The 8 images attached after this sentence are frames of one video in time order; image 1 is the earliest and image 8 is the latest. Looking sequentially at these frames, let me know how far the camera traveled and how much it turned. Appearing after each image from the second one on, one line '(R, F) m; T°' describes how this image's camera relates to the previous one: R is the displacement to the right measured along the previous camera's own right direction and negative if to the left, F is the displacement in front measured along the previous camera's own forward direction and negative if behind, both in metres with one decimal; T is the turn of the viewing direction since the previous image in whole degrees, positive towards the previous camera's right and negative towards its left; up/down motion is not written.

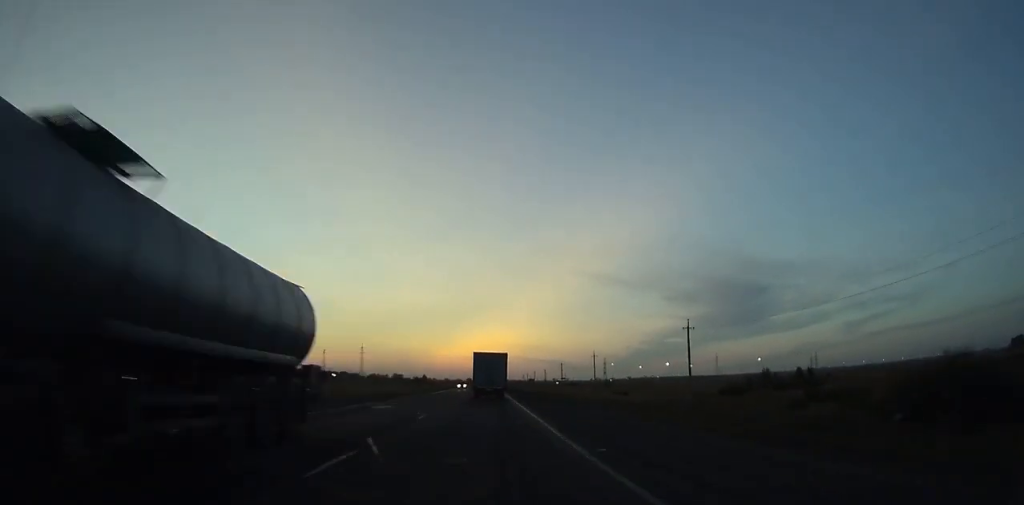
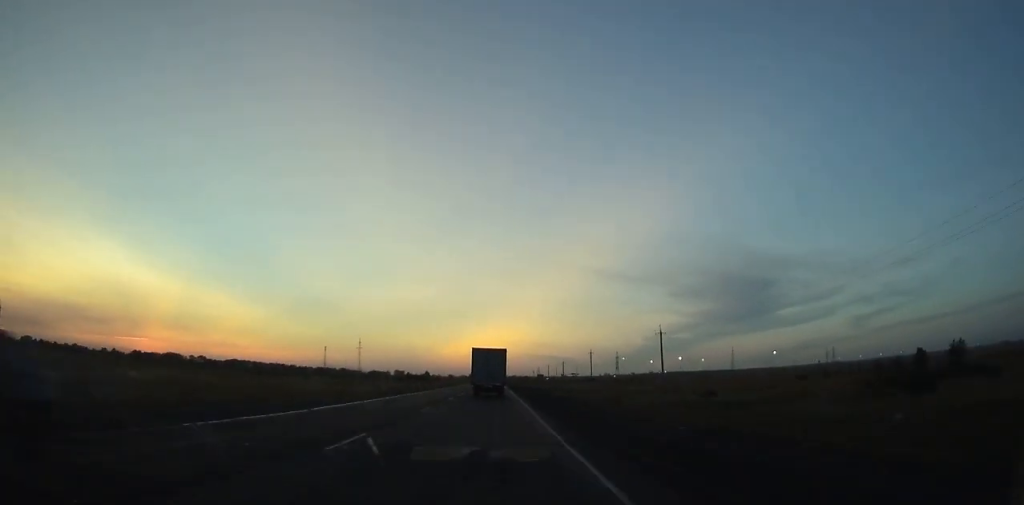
(-0.1, +47.9) m; 0°
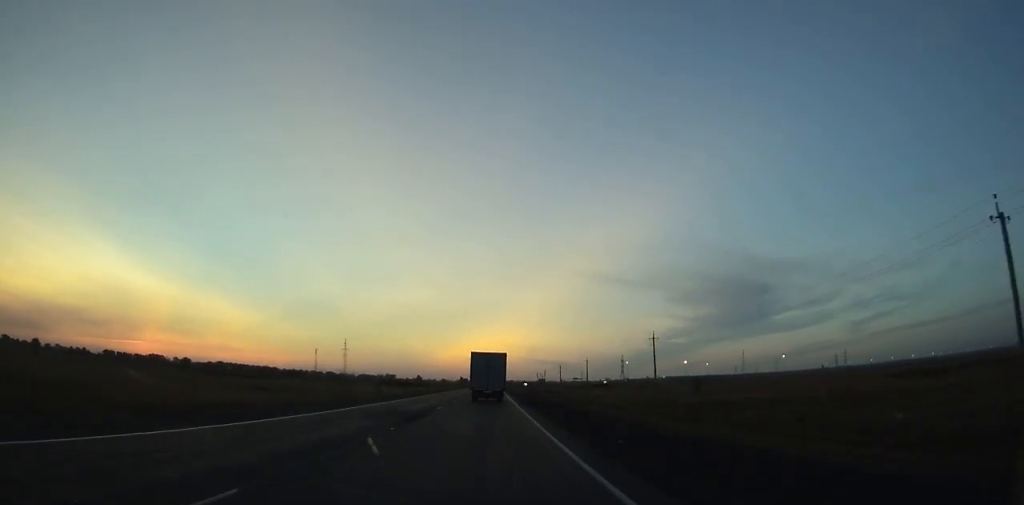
(0.0, +54.4) m; 0°
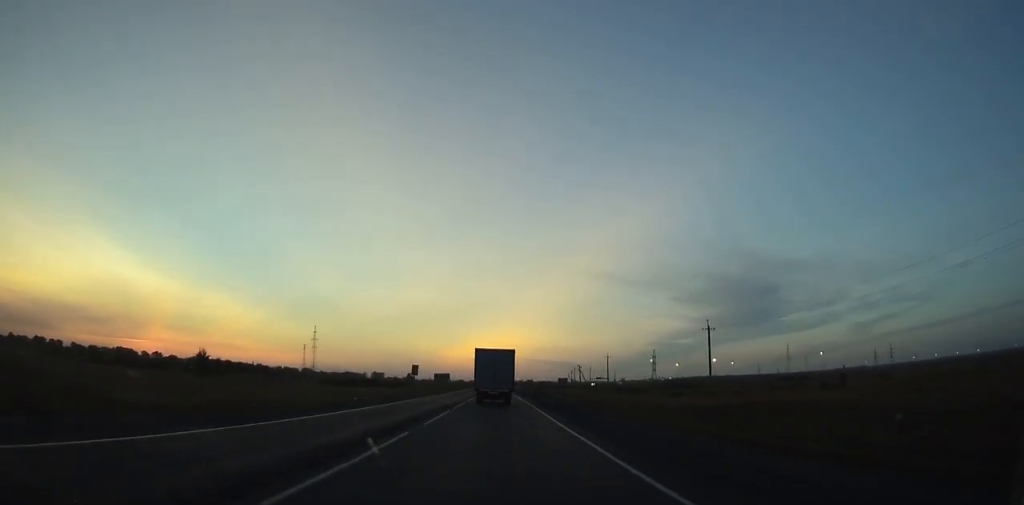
(+0.3, +125.5) m; 0°
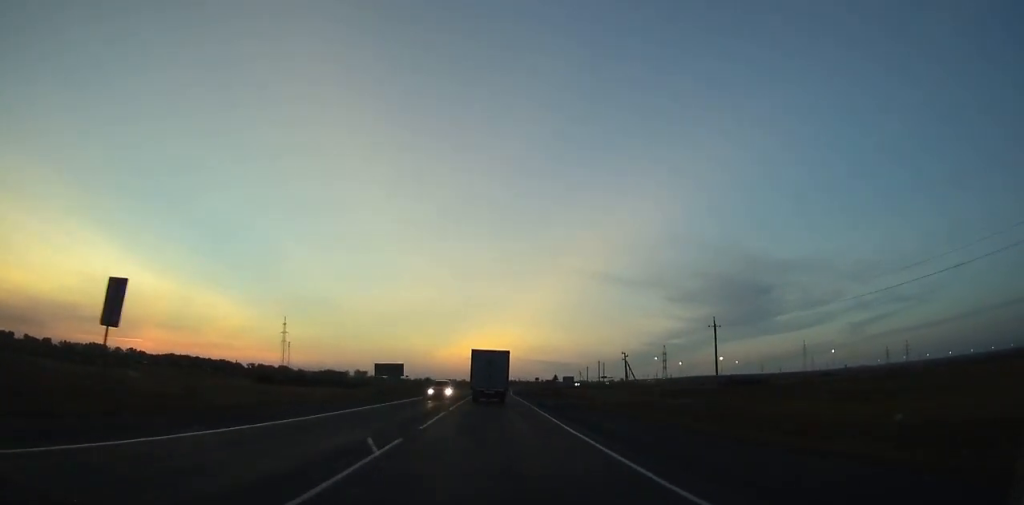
(-0.2, +61.2) m; 0°
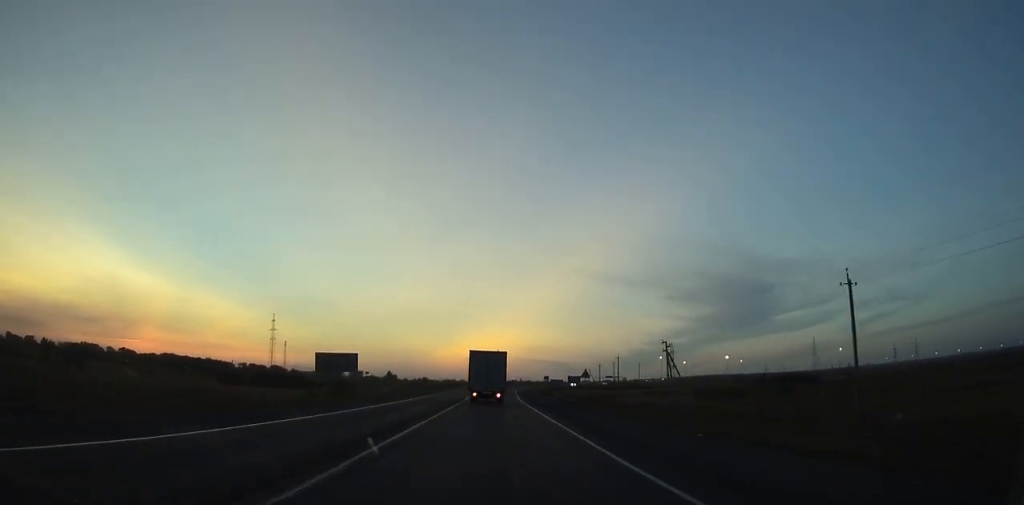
(0.0, +23.9) m; 0°
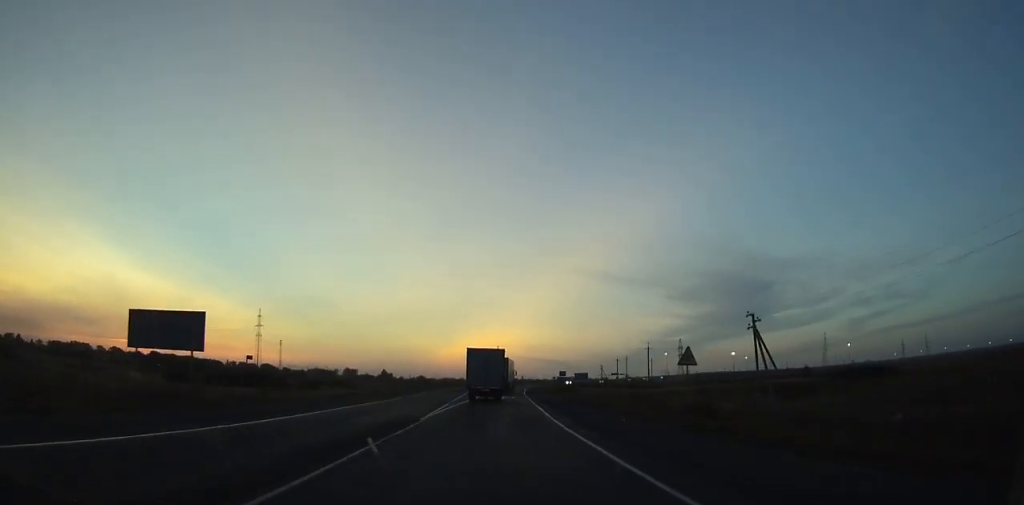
(0.0, +25.5) m; 0°
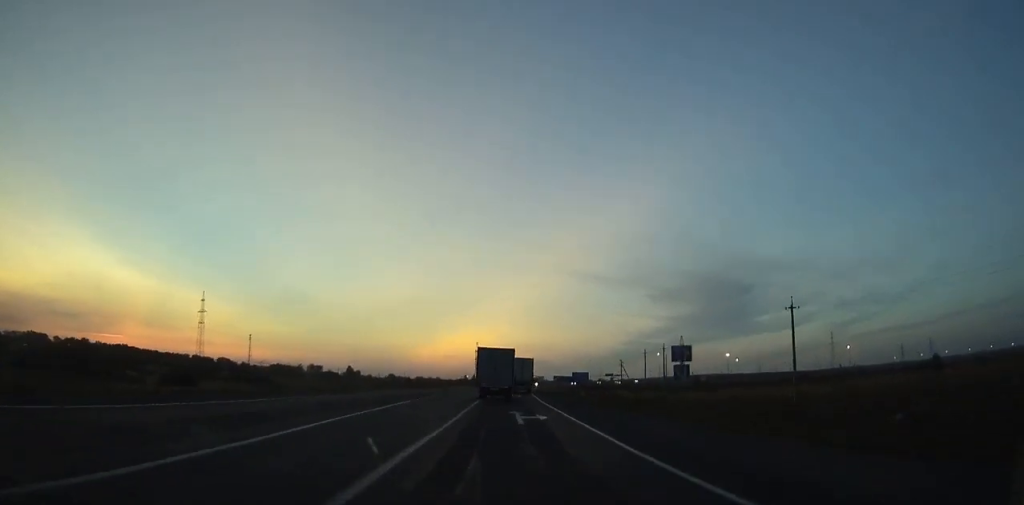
(+0.6, +58.8) m; +2°
